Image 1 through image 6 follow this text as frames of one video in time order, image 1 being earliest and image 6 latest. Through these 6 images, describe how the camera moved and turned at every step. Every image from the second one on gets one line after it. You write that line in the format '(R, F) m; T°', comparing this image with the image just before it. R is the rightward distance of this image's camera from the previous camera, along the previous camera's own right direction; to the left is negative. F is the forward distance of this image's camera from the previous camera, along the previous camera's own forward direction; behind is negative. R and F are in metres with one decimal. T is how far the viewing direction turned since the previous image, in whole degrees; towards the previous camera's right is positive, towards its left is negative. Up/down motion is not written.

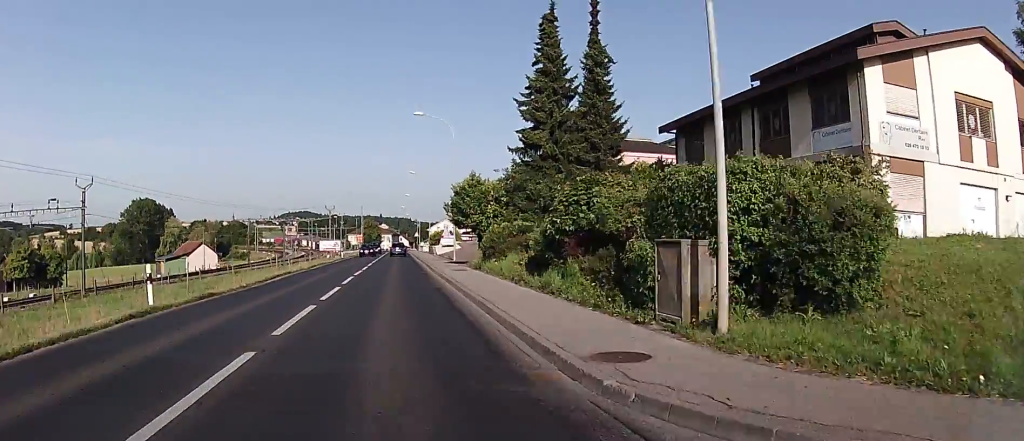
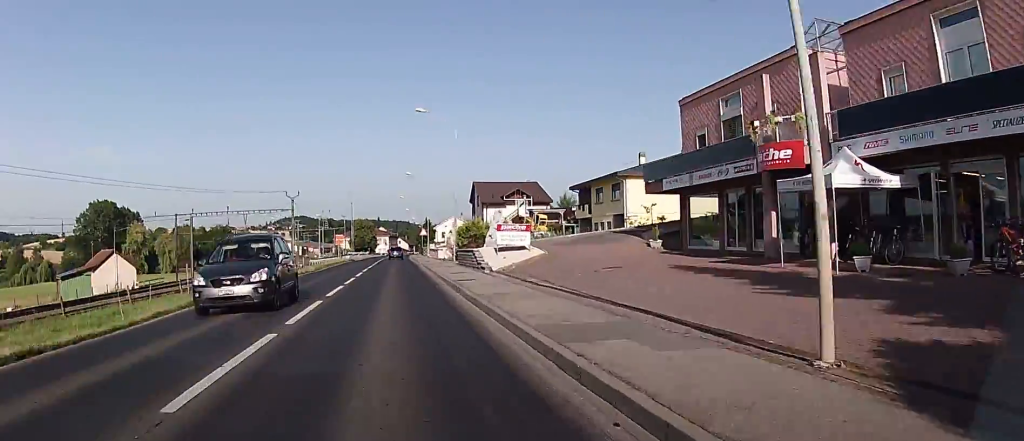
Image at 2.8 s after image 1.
(+0.1, +40.2) m; +1°
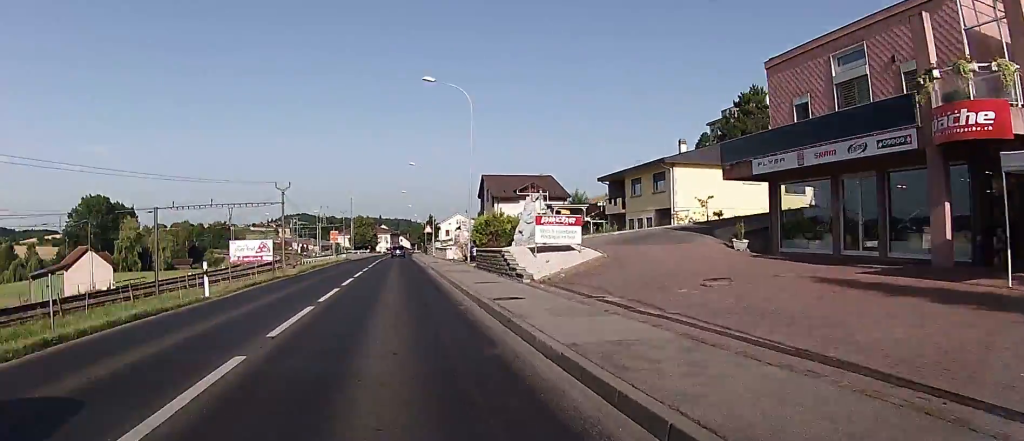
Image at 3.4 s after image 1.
(+0.3, +8.1) m; 0°
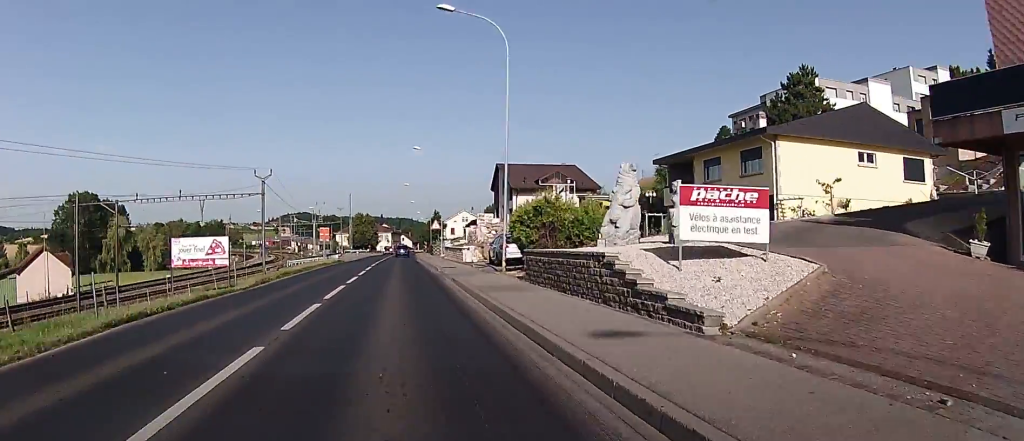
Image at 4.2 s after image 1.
(+0.1, +11.4) m; -1°
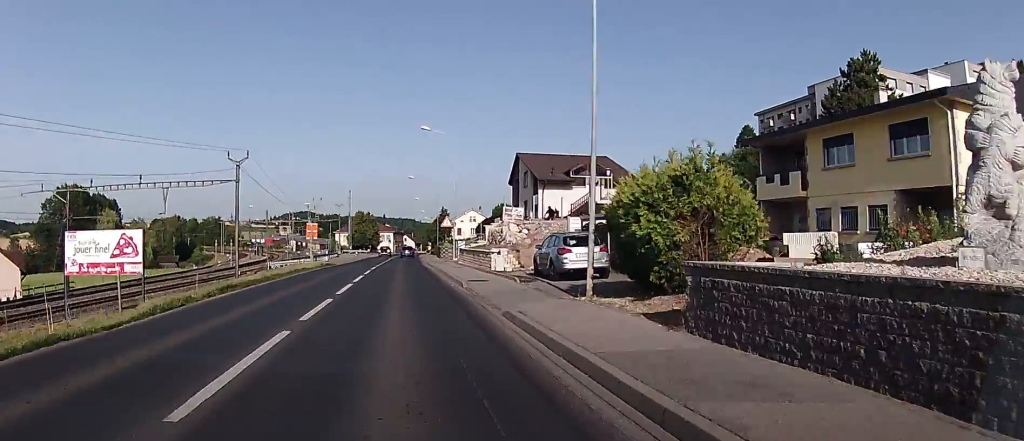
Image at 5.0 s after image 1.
(-0.3, +10.9) m; -2°
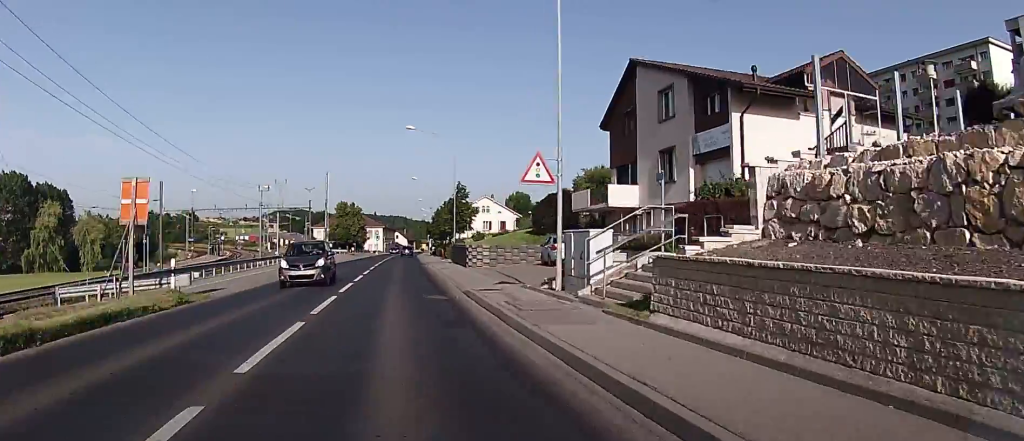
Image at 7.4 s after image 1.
(0.0, +34.9) m; +1°
